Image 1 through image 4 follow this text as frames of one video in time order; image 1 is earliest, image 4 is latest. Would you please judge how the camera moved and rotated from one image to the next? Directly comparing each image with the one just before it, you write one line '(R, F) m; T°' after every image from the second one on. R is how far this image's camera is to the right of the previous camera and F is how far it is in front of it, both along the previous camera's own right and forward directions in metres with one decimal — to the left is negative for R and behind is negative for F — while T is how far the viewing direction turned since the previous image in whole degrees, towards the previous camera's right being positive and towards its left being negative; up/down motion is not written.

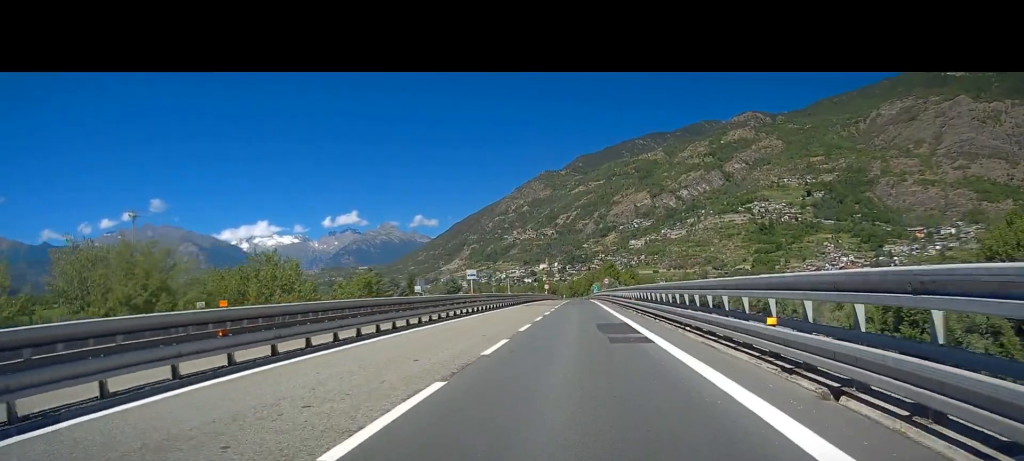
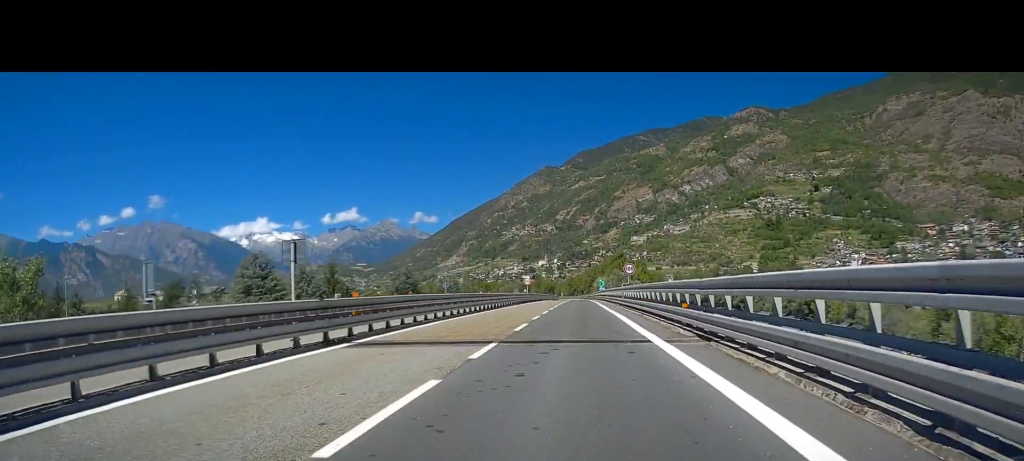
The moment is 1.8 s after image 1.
(-0.4, +45.9) m; -1°
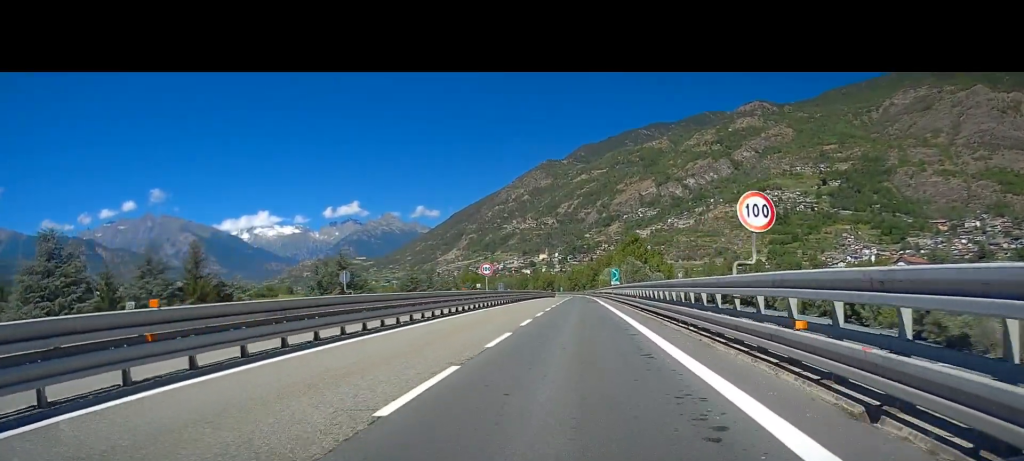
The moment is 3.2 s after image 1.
(+0.5, +36.7) m; +2°
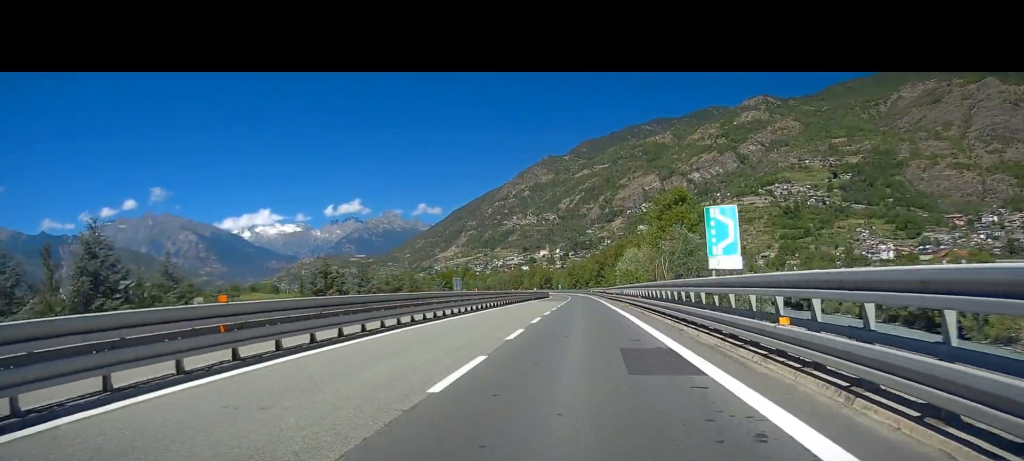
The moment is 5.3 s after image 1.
(-0.4, +52.0) m; -1°
